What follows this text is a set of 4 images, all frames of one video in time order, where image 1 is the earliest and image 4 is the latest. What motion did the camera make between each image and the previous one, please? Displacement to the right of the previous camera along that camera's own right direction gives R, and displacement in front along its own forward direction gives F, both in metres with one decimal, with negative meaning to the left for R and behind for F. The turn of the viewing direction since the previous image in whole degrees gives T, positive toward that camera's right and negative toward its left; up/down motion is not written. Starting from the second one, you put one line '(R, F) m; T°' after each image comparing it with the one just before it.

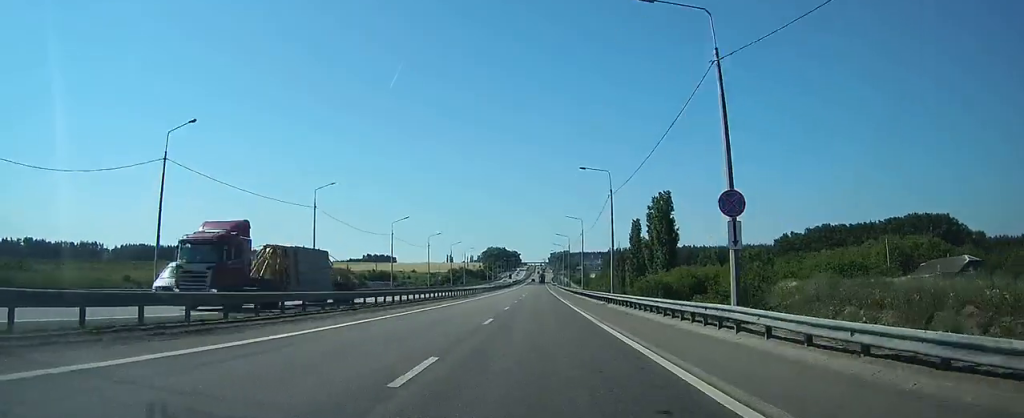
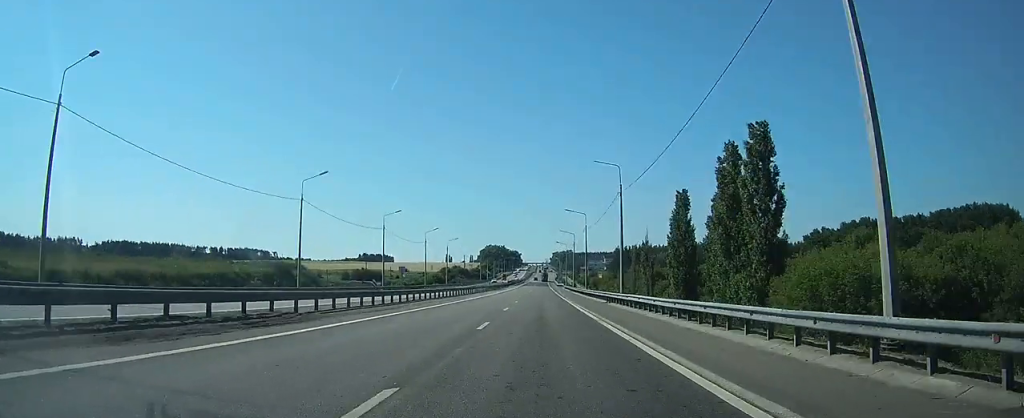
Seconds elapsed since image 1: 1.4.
(+0.1, +39.3) m; 0°
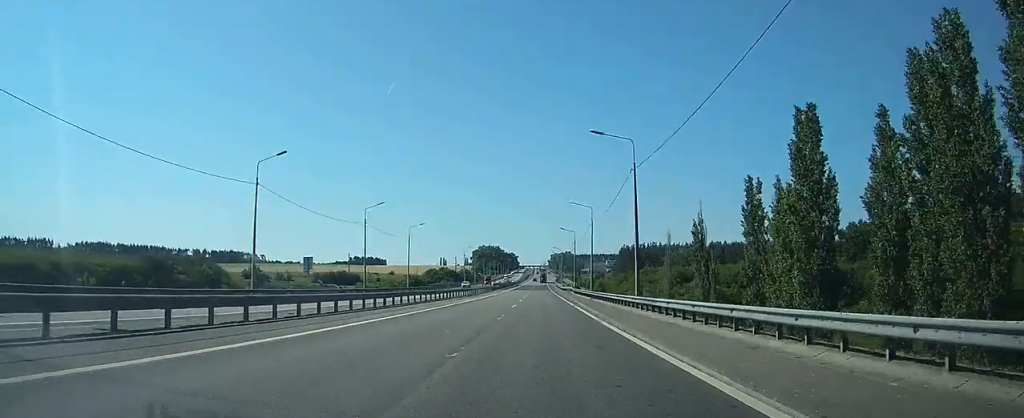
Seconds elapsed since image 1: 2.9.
(0.0, +42.2) m; 0°
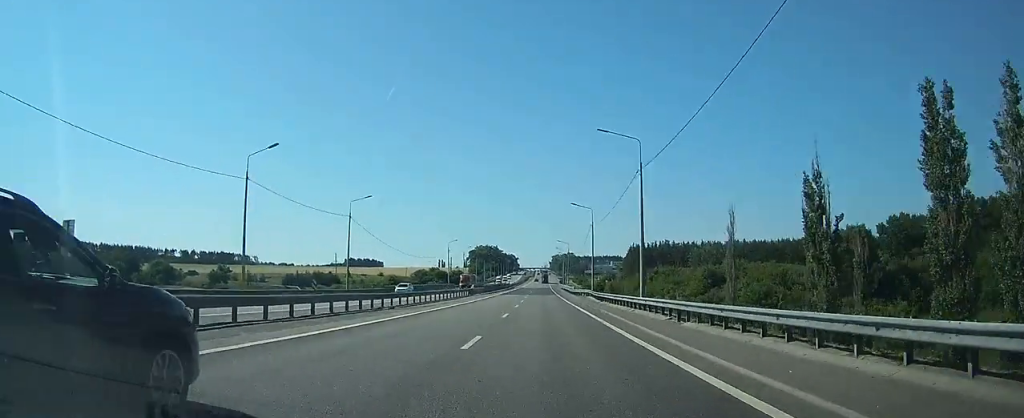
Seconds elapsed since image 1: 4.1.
(-0.1, +34.9) m; 0°
